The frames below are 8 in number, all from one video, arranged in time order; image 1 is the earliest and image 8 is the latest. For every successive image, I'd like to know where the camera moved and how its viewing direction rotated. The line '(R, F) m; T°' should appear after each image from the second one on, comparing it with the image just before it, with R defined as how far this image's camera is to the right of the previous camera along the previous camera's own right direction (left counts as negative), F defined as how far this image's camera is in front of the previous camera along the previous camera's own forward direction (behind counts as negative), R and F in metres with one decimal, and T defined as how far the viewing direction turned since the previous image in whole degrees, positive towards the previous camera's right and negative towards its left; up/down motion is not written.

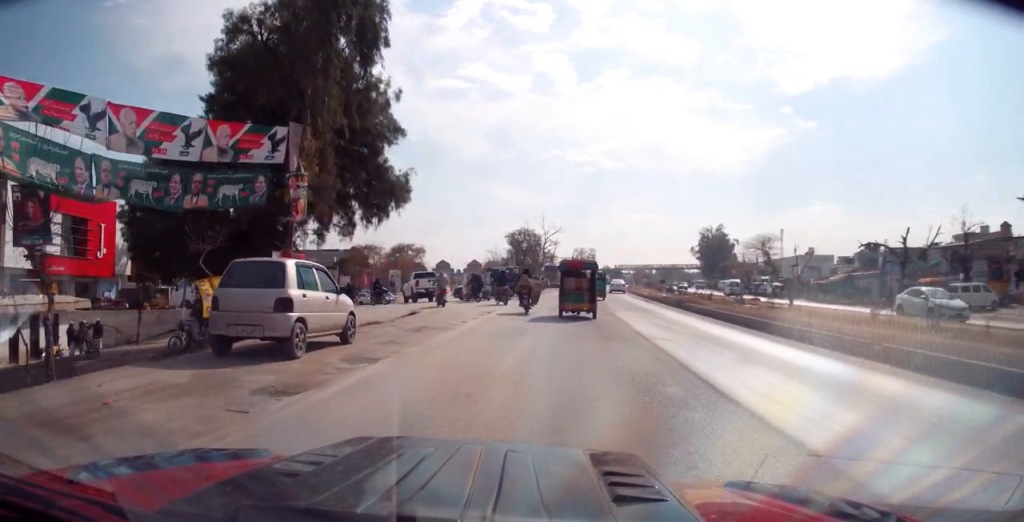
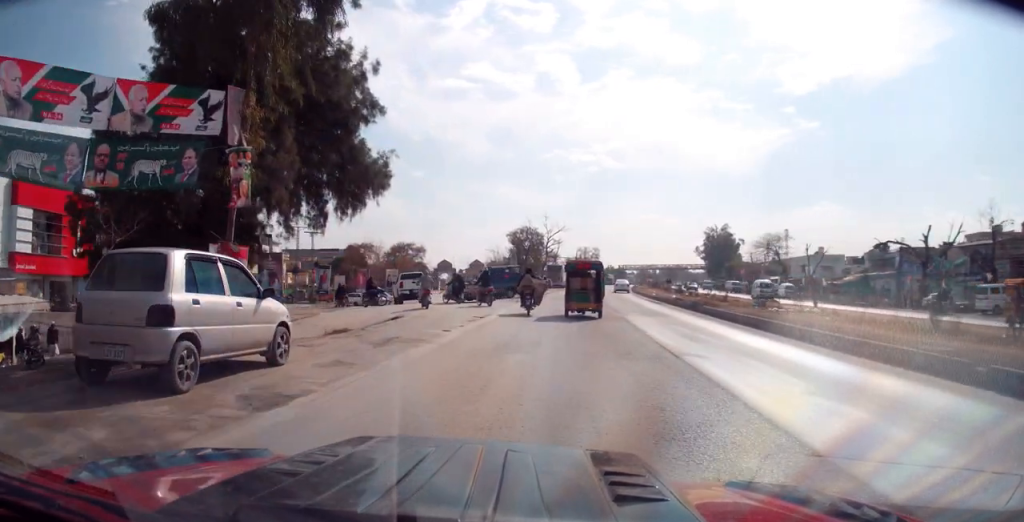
(+0.1, +3.5) m; 0°
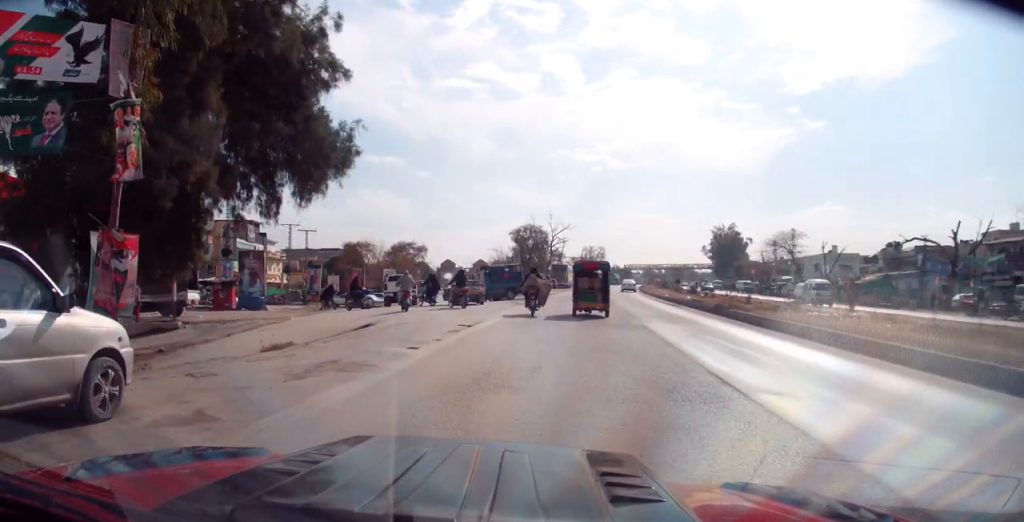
(-0.1, +3.9) m; -1°
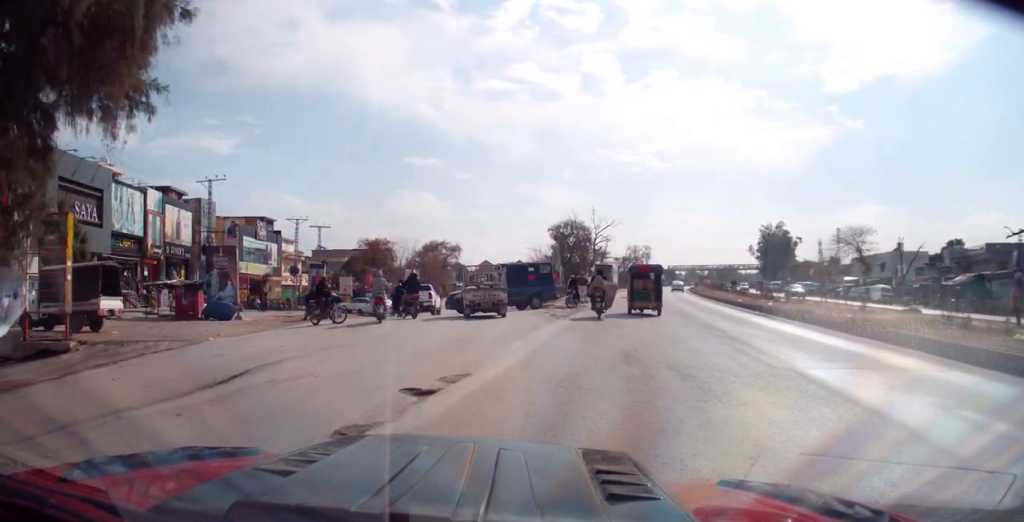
(-0.3, +10.3) m; -1°
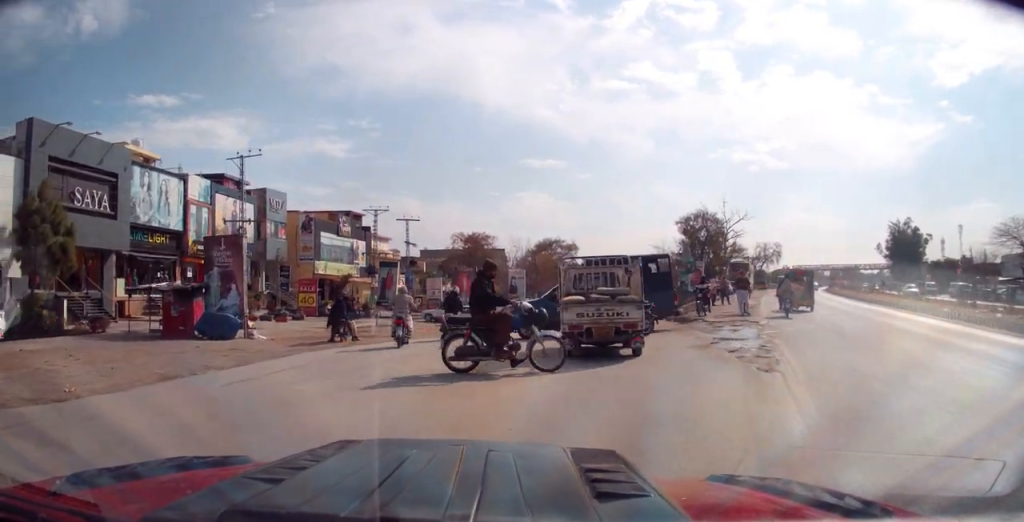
(-0.1, +13.1) m; -7°
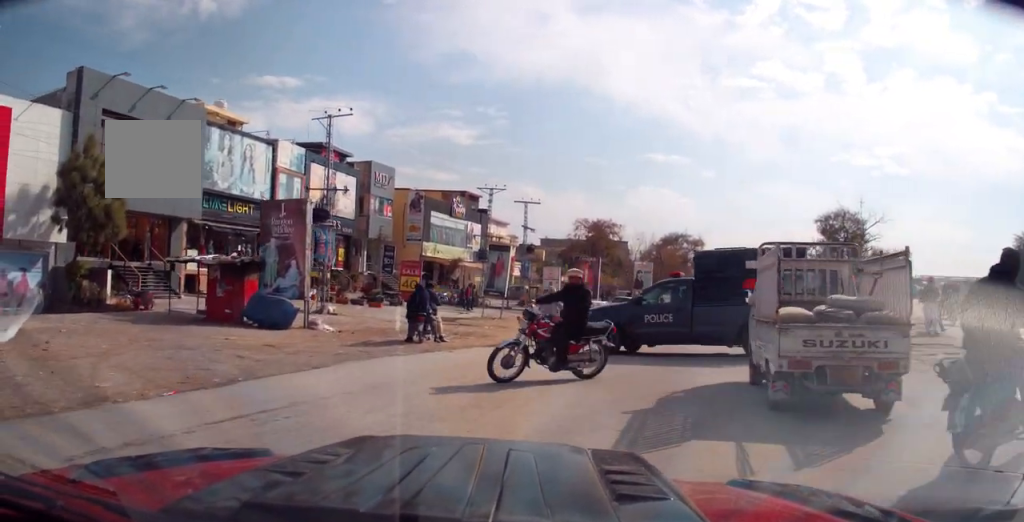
(-0.9, +6.7) m; -12°
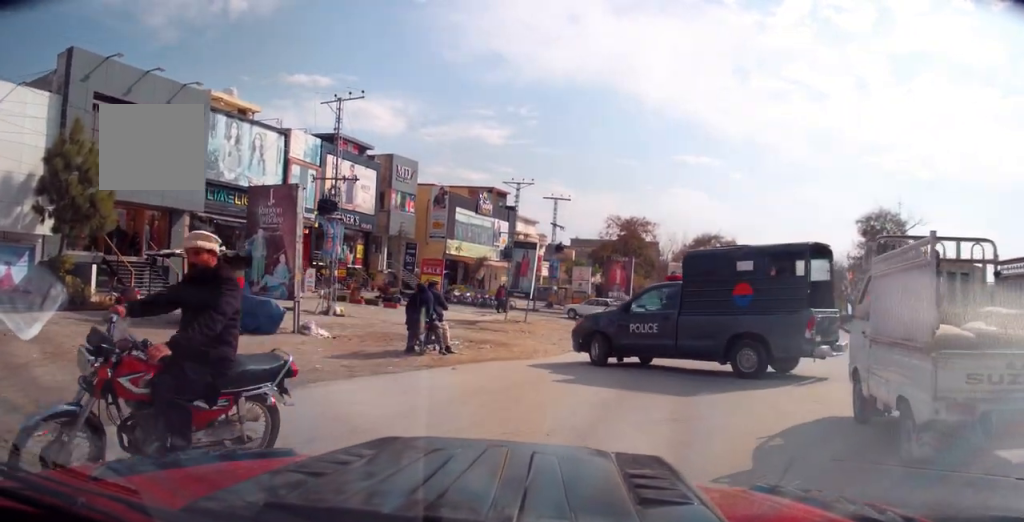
(-0.2, +3.9) m; -6°
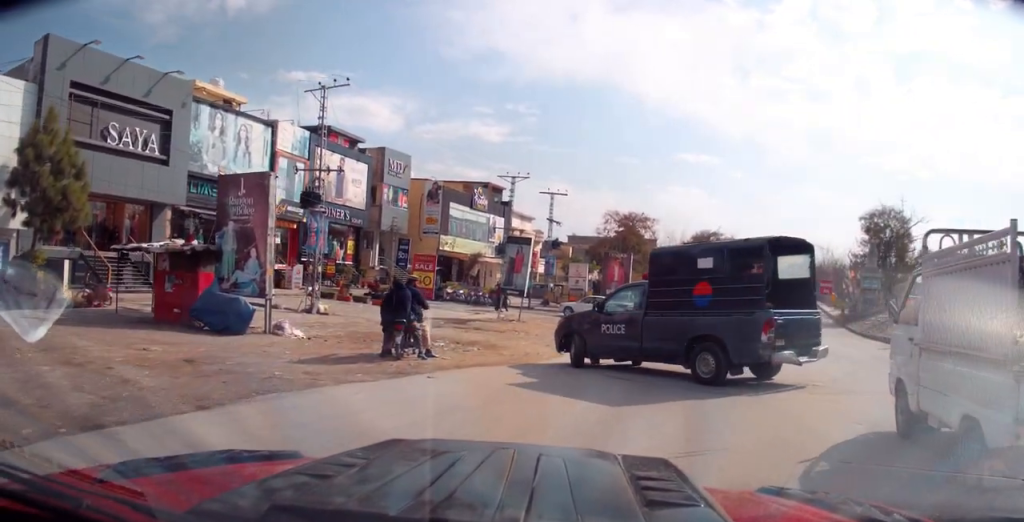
(-0.1, +1.7) m; -3°
